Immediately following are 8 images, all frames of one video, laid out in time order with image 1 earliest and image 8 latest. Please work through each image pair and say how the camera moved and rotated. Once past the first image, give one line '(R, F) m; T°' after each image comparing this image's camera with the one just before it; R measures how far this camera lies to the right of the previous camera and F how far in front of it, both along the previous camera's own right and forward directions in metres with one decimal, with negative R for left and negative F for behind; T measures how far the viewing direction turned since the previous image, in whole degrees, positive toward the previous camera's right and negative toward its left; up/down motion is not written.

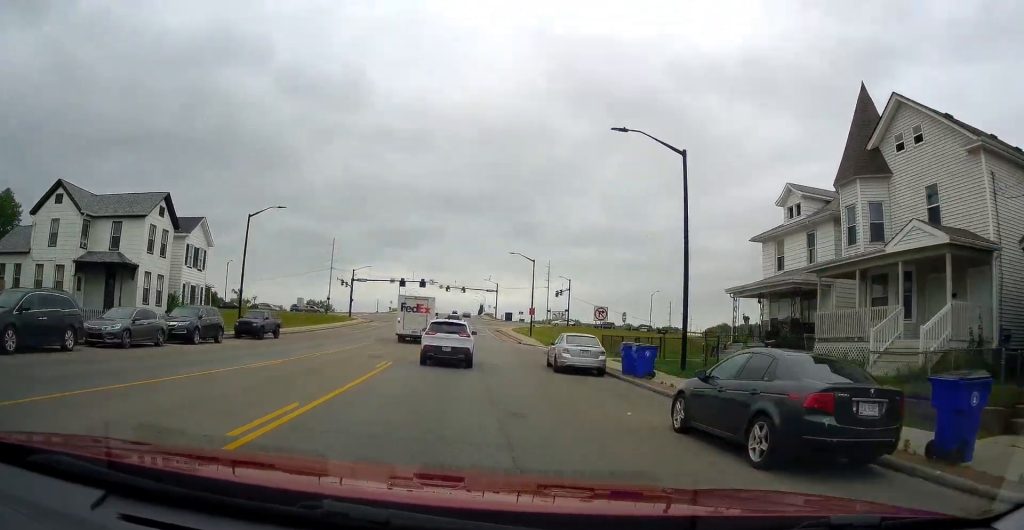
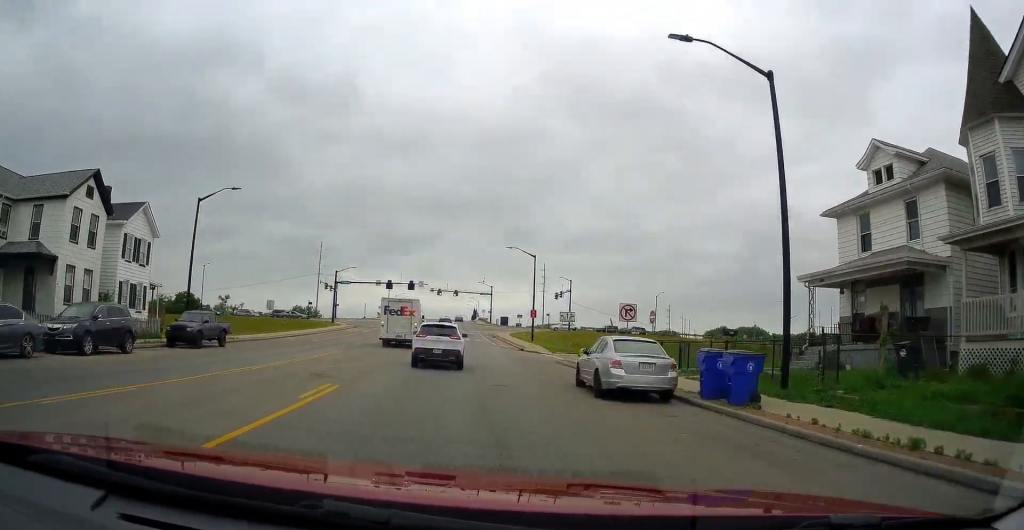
(+0.2, +7.8) m; +1°
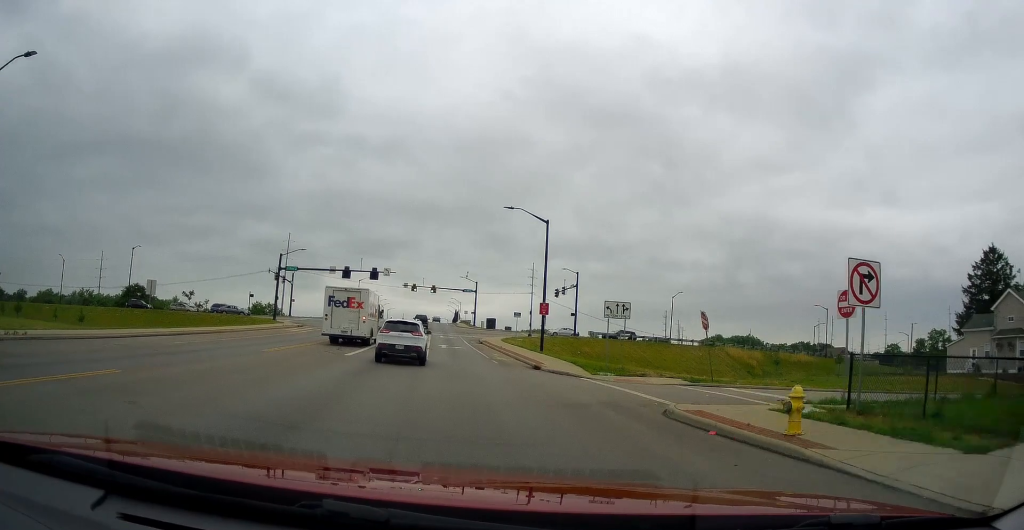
(+0.3, +20.0) m; +1°
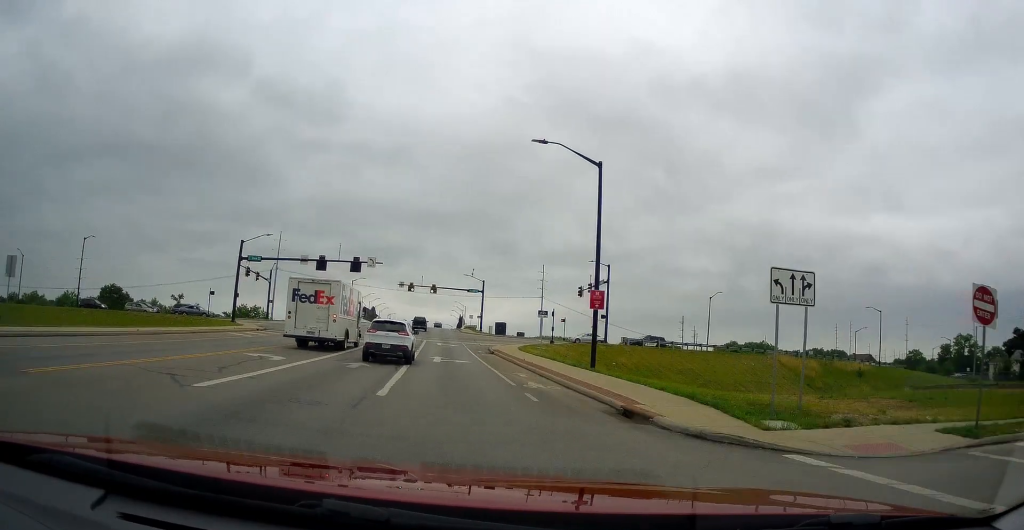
(0.0, +14.4) m; 0°
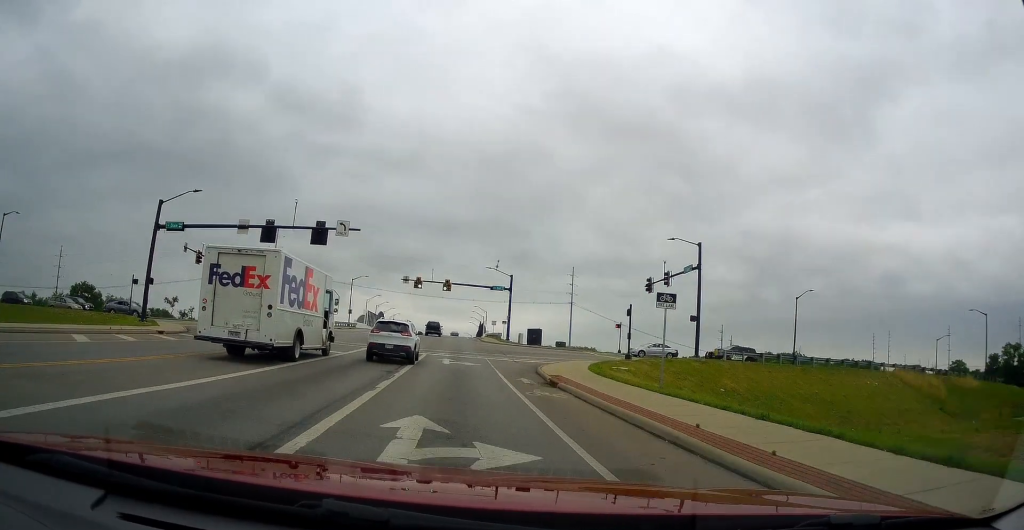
(+0.1, +19.8) m; -1°
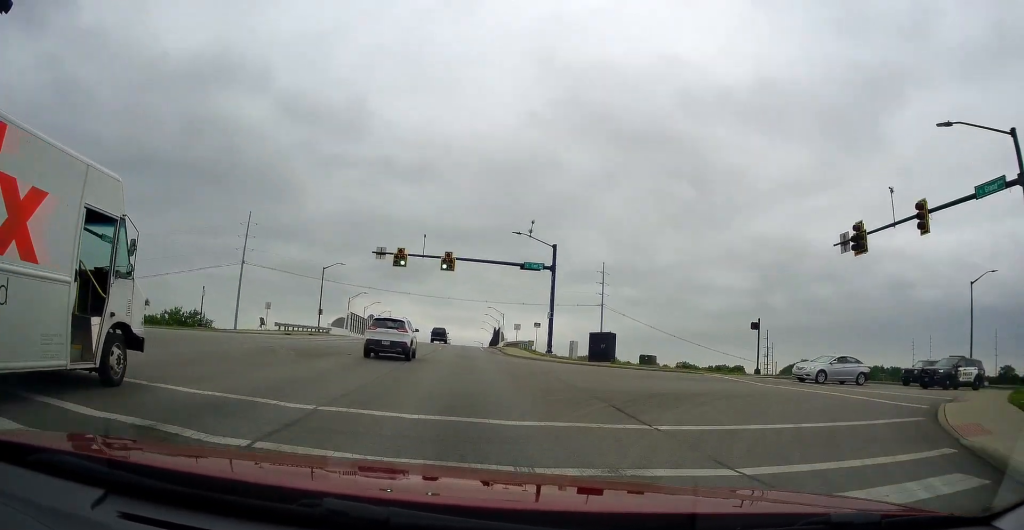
(-1.0, +27.7) m; -3°
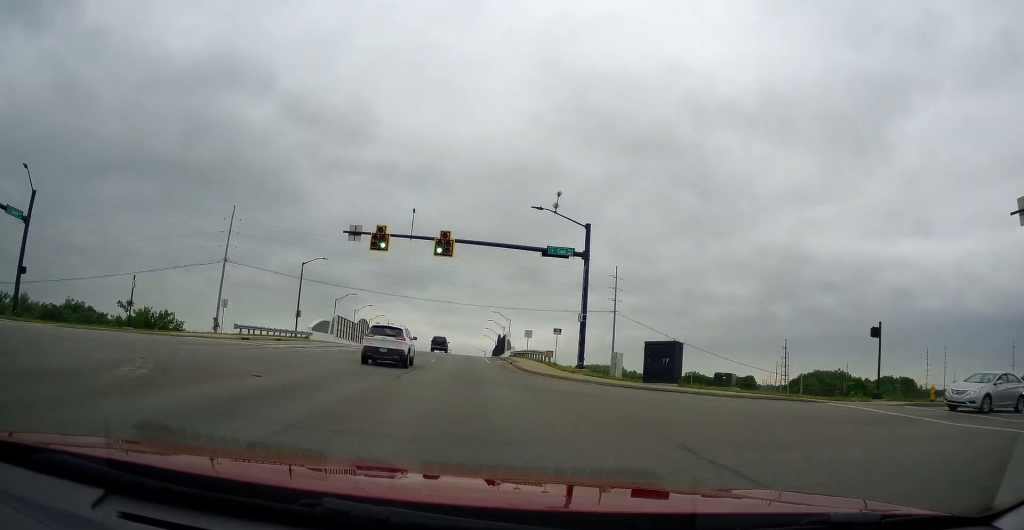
(0.0, +11.1) m; 0°
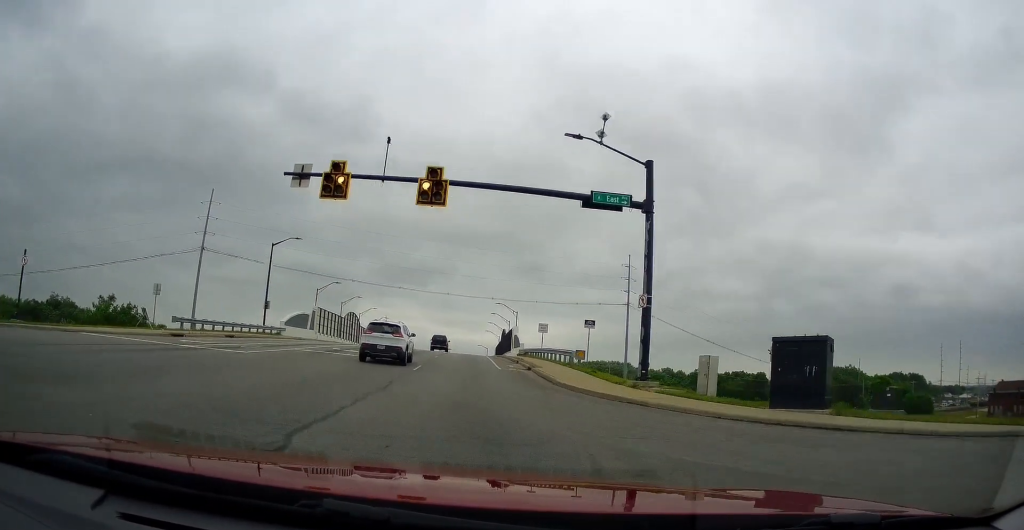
(0.0, +11.1) m; 0°
